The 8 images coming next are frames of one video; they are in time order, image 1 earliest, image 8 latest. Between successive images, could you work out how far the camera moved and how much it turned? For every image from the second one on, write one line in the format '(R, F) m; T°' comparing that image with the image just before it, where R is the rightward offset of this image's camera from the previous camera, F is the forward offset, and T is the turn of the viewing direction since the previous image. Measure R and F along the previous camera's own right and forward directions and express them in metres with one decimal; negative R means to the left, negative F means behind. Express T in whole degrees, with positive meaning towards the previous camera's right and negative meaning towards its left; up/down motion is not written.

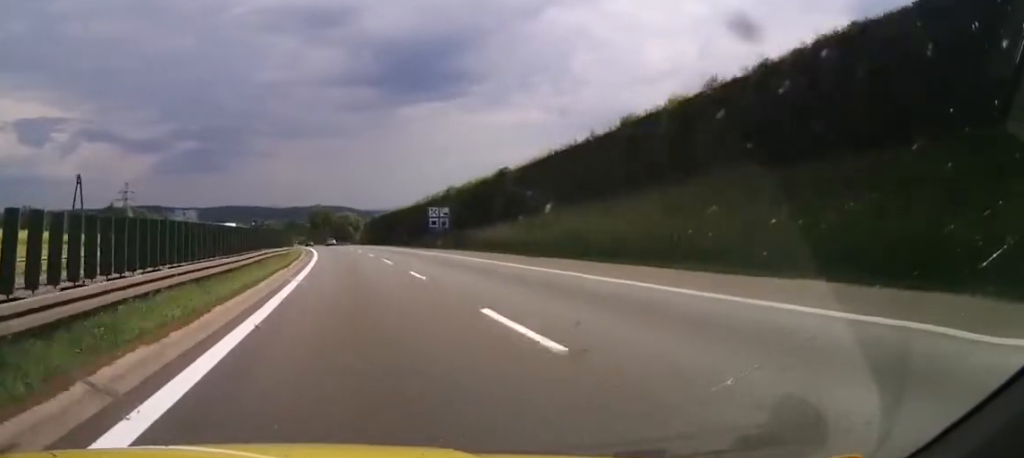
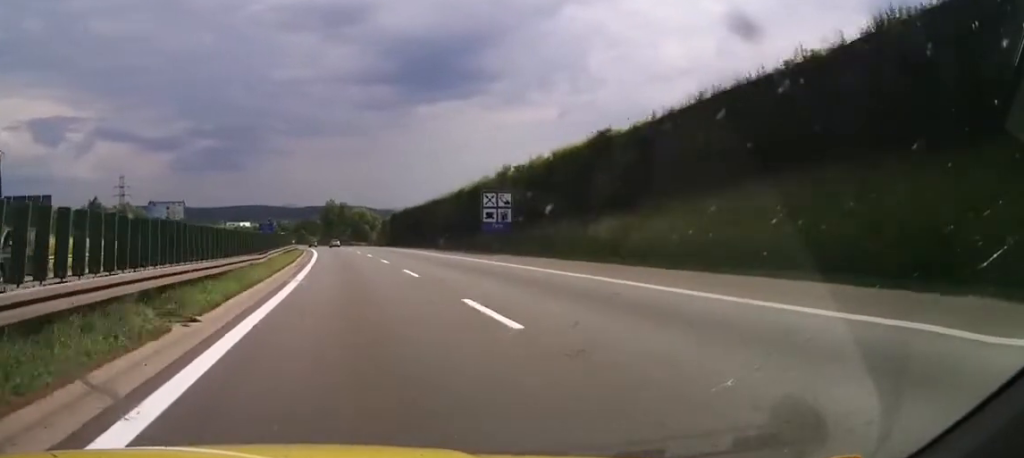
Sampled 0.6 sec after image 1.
(-0.3, +22.6) m; -1°
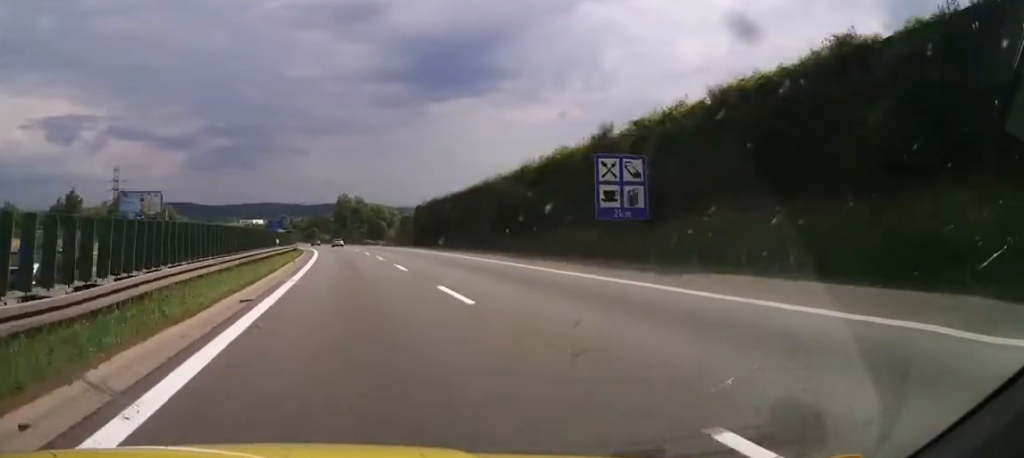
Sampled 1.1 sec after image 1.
(-0.3, +21.2) m; -1°
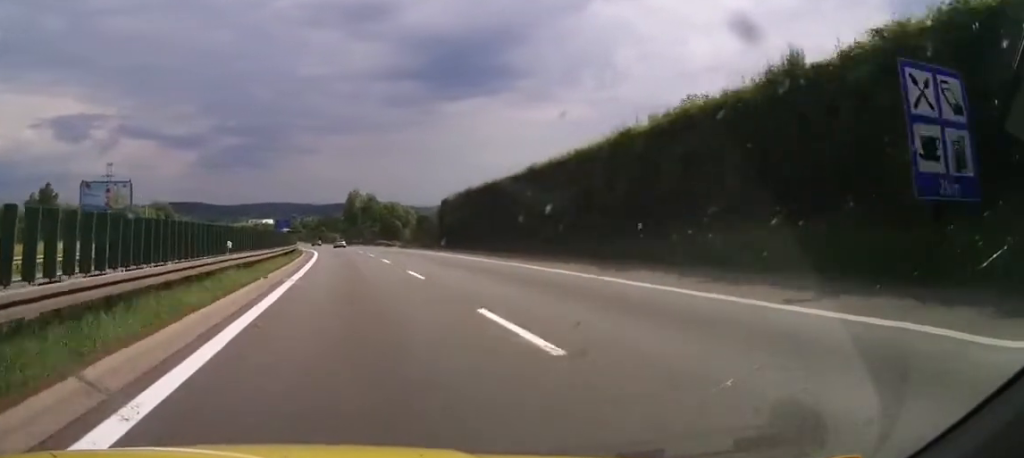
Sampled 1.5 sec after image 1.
(-0.2, +17.2) m; -1°
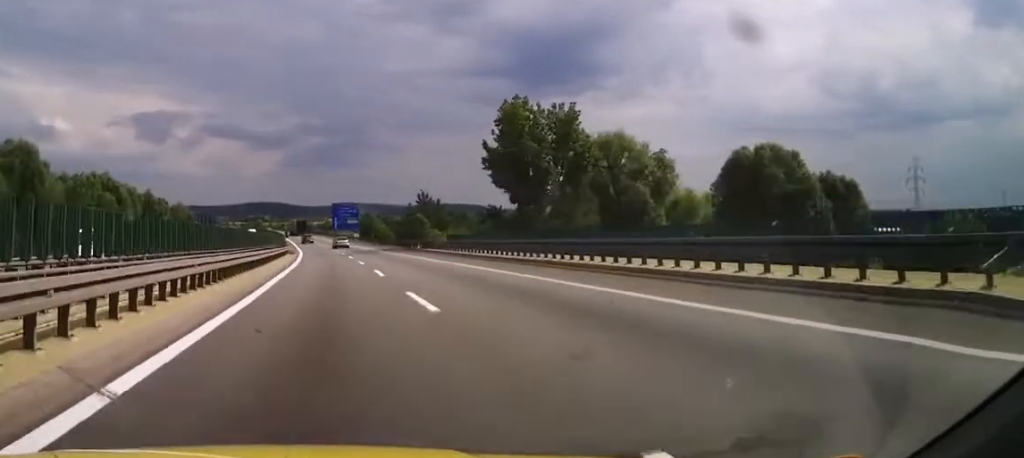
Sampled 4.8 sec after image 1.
(-7.8, +129.0) m; -7°
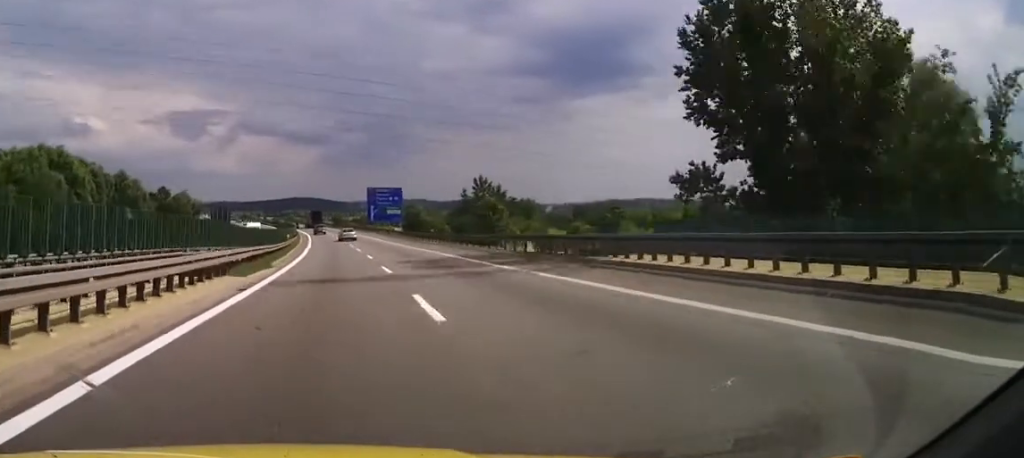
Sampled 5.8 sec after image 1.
(-0.7, +38.0) m; -3°
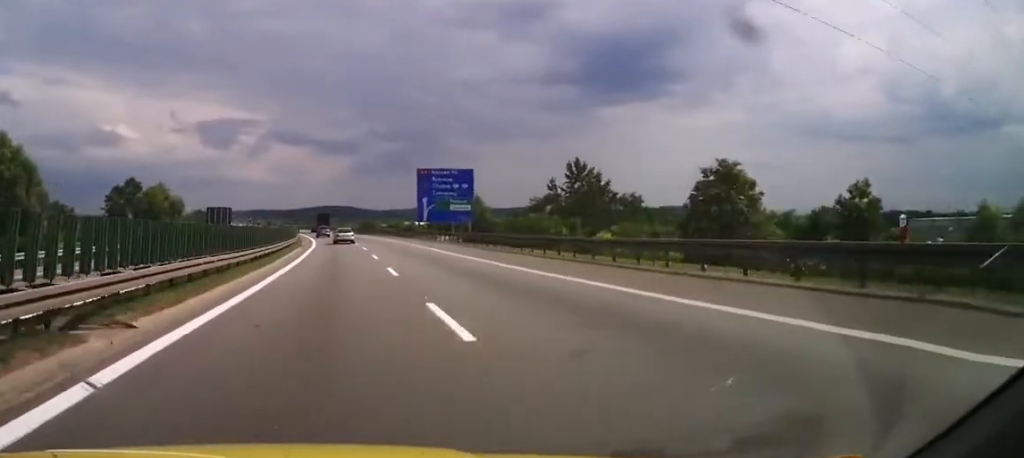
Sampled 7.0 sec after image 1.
(-1.9, +49.7) m; -4°
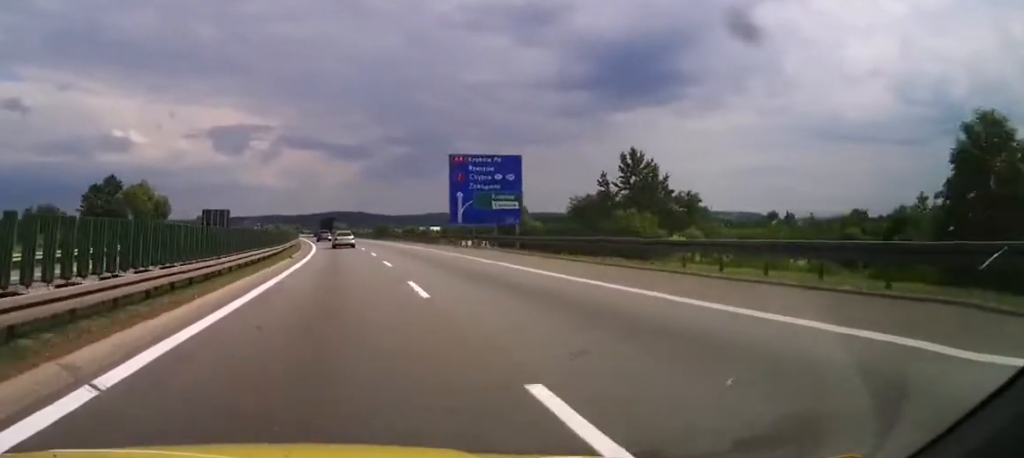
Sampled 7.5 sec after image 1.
(-0.2, +18.3) m; -2°
